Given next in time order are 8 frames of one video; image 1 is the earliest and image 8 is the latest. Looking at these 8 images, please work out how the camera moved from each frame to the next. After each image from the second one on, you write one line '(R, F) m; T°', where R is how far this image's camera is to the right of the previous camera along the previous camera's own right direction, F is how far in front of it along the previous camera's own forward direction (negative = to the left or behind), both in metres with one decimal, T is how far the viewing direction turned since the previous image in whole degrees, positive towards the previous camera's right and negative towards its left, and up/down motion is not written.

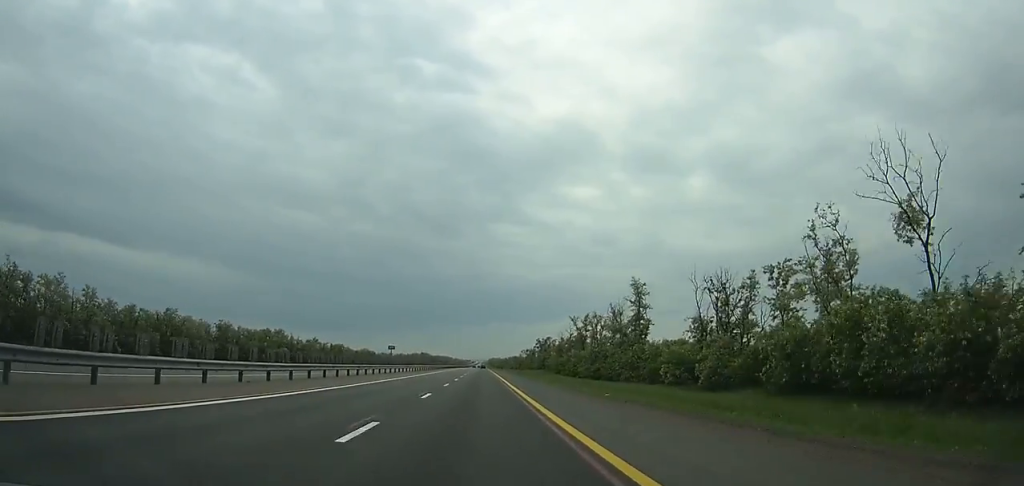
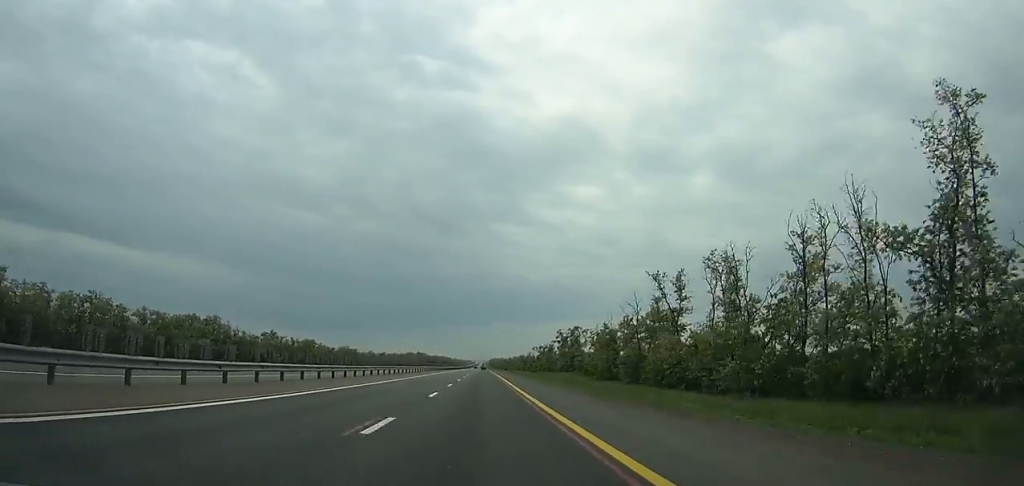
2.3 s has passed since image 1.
(-0.1, +58.6) m; 0°
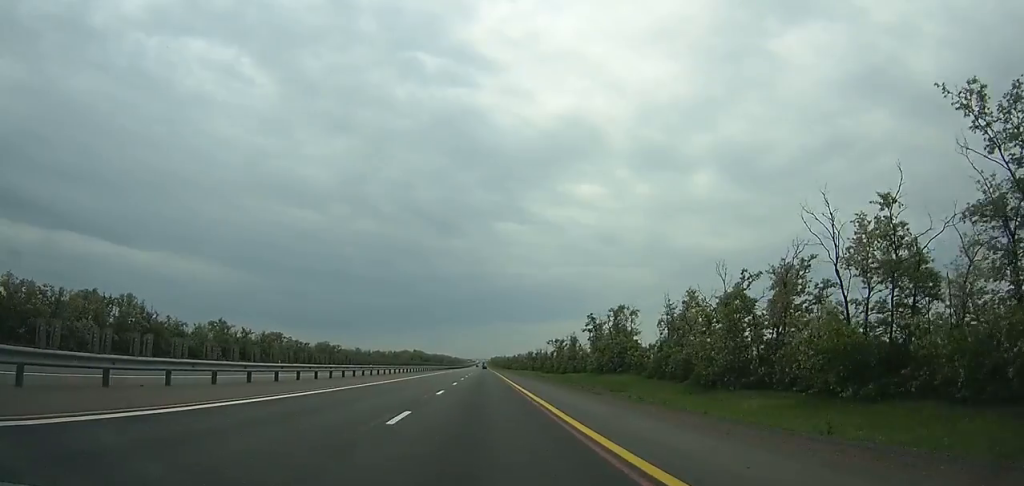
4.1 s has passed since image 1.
(-0.2, +45.9) m; 0°
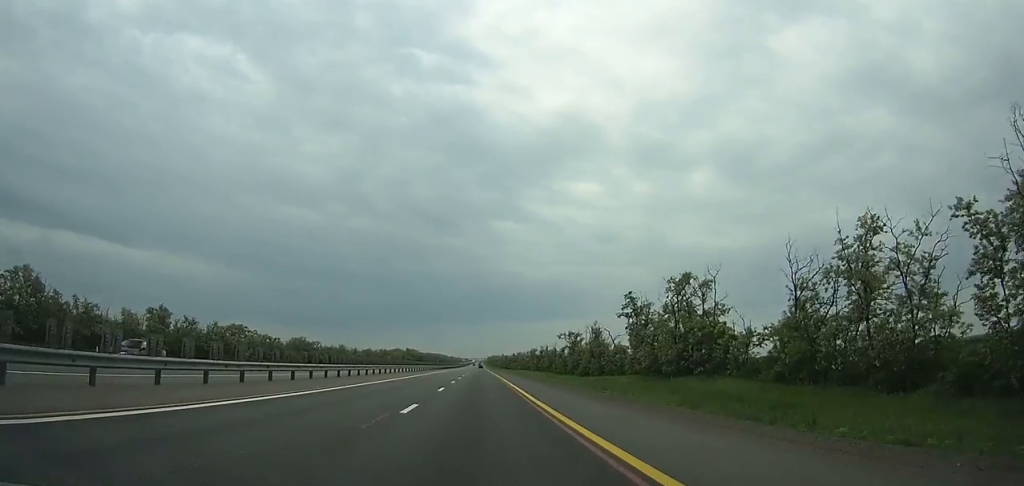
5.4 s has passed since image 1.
(+0.1, +33.4) m; 0°
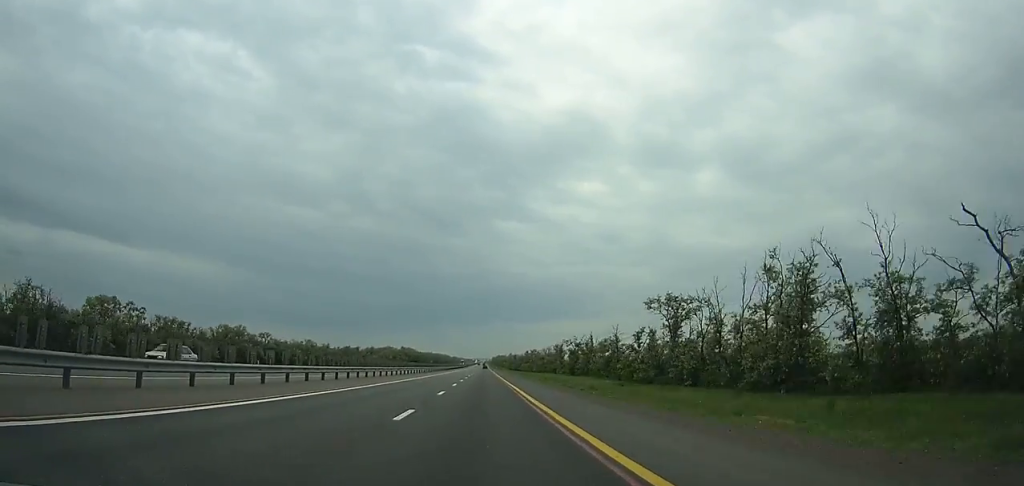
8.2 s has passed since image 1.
(+0.2, +72.2) m; 0°
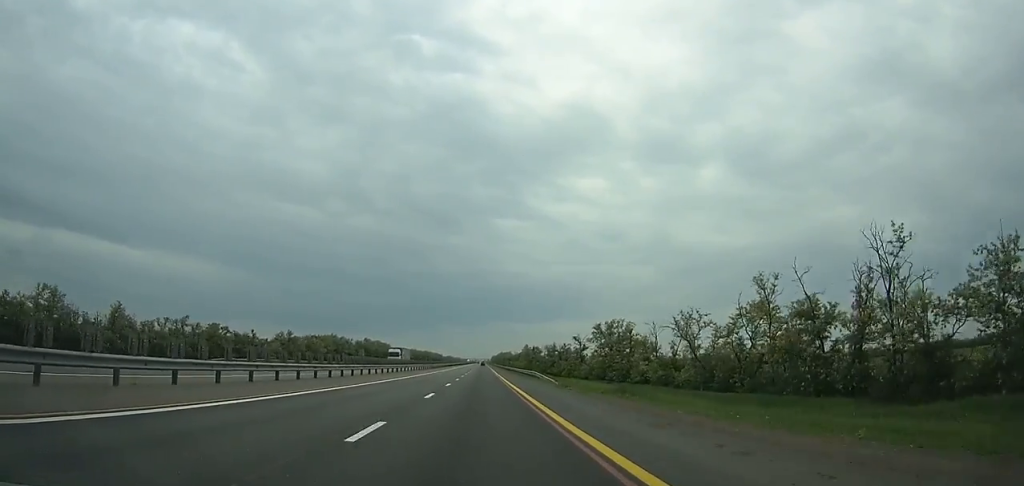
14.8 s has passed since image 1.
(-0.8, +172.2) m; 0°
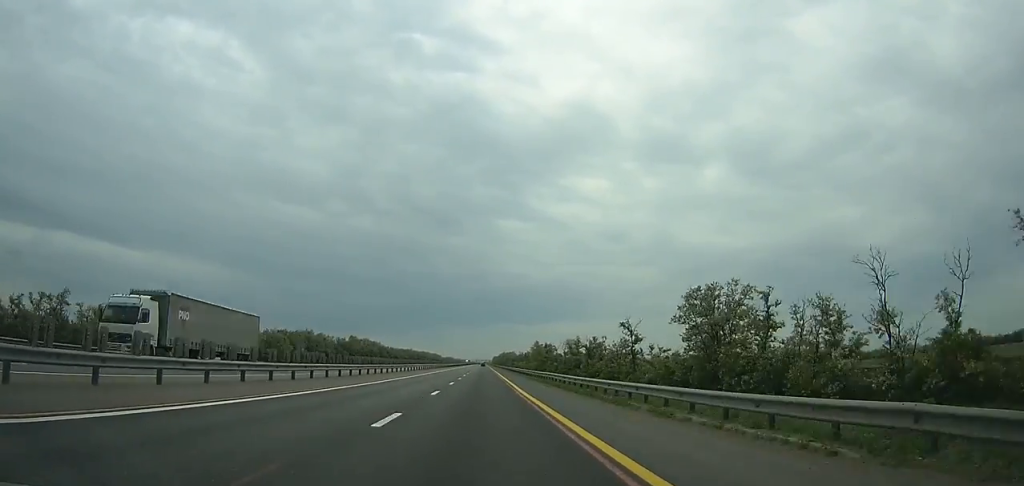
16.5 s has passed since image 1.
(0.0, +44.8) m; 0°
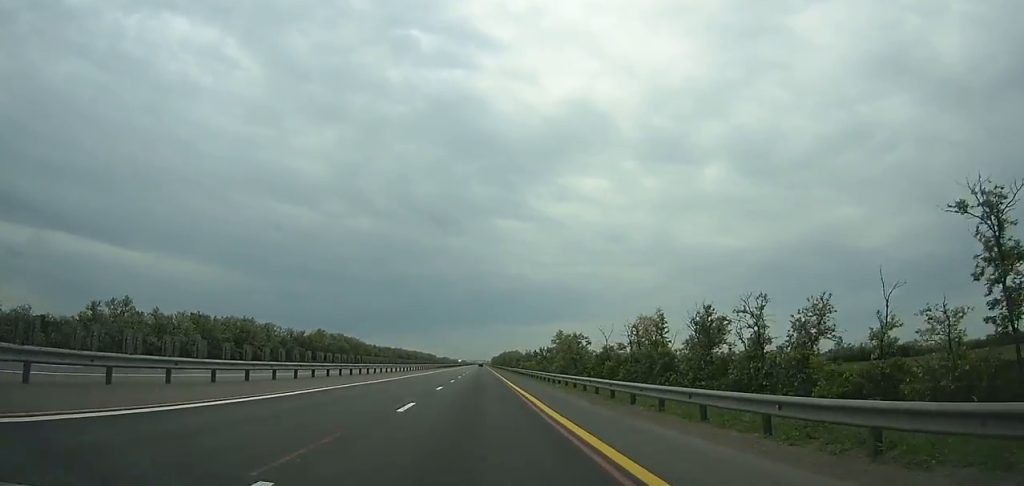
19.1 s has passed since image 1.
(+0.1, +68.9) m; 0°
